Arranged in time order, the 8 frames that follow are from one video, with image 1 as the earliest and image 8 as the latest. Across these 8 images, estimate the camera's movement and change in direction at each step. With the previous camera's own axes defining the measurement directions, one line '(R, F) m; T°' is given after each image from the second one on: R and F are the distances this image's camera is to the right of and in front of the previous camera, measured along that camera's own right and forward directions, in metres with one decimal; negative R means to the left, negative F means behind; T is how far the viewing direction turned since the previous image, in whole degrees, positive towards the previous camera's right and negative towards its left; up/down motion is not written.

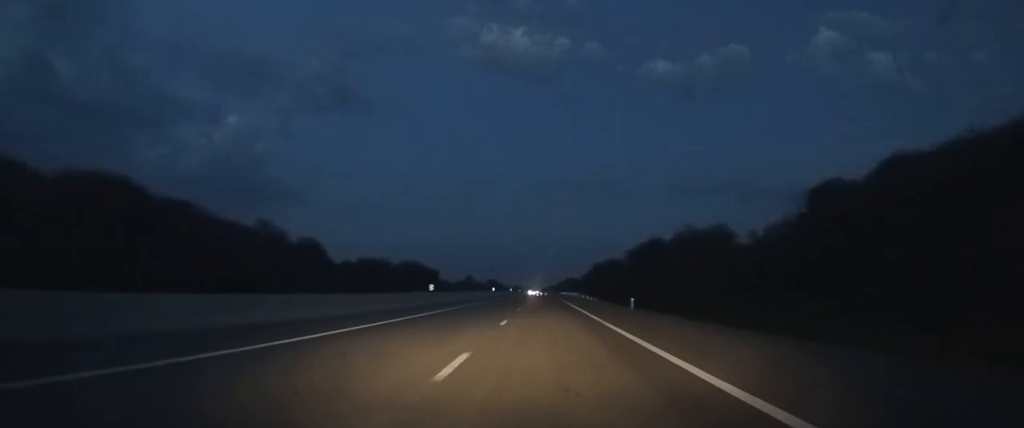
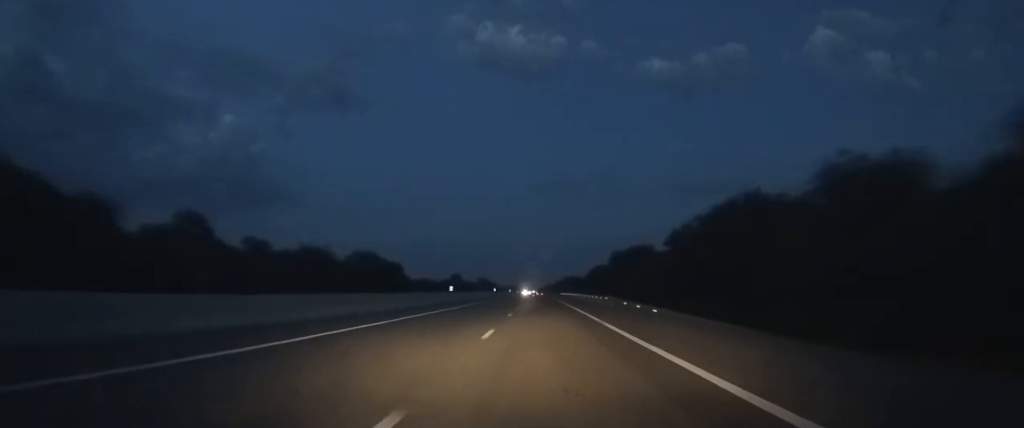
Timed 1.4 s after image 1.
(-0.2, +42.2) m; 0°
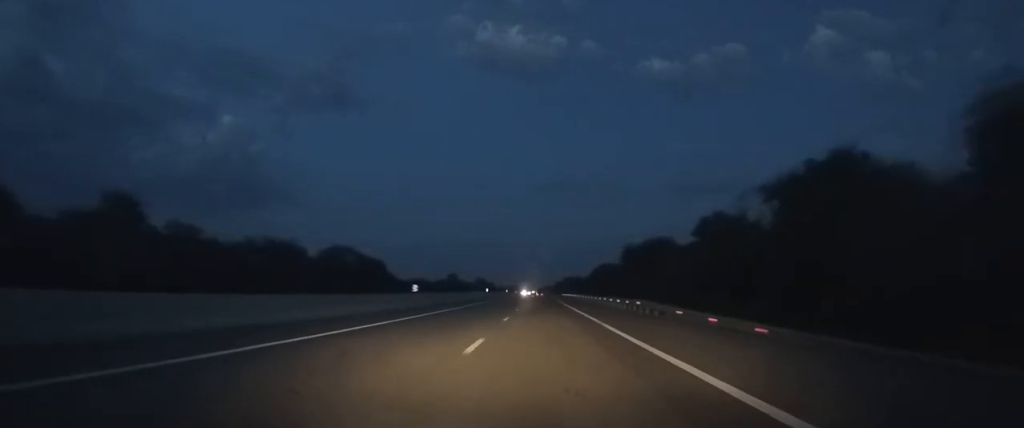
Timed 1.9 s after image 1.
(0.0, +15.8) m; 0°
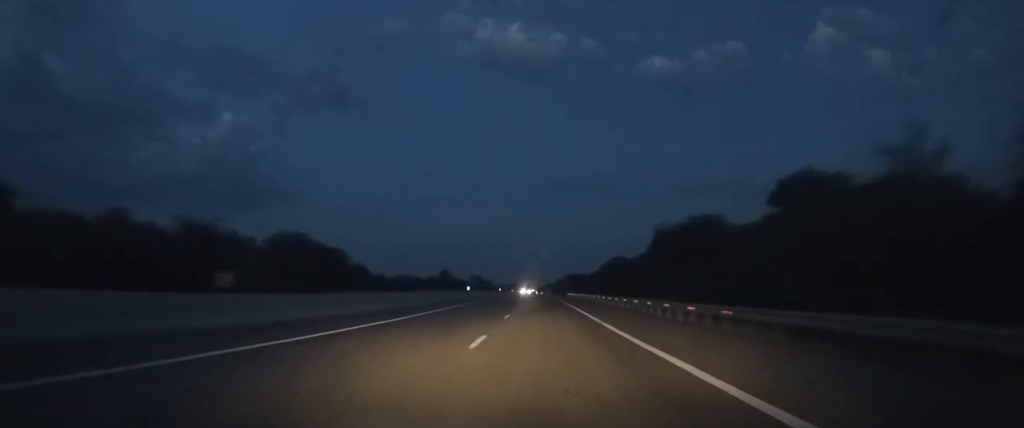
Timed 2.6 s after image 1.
(+0.1, +24.8) m; 0°
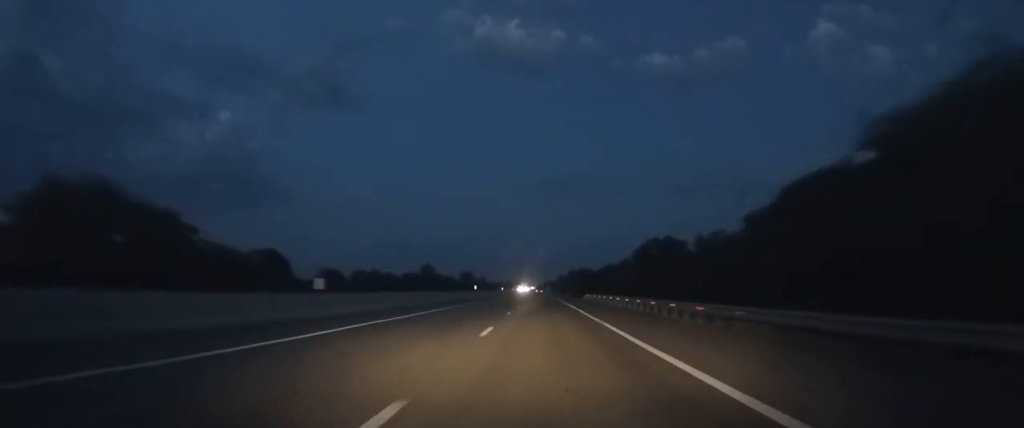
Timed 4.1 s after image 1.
(+0.2, +50.6) m; 0°
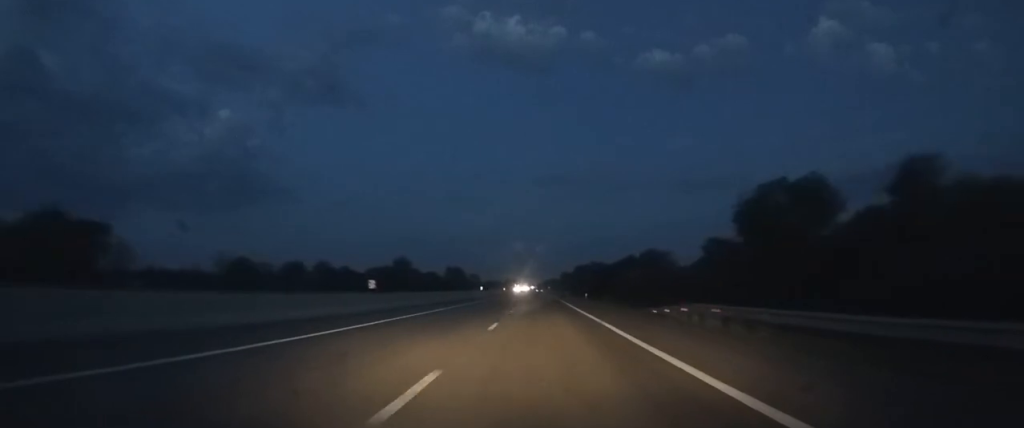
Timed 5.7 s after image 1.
(0.0, +49.4) m; 0°
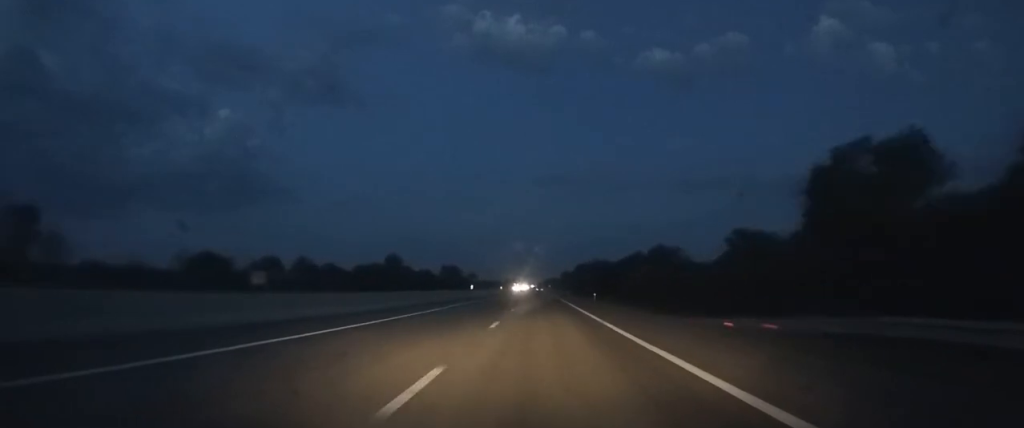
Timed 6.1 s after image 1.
(0.0, +11.7) m; 0°
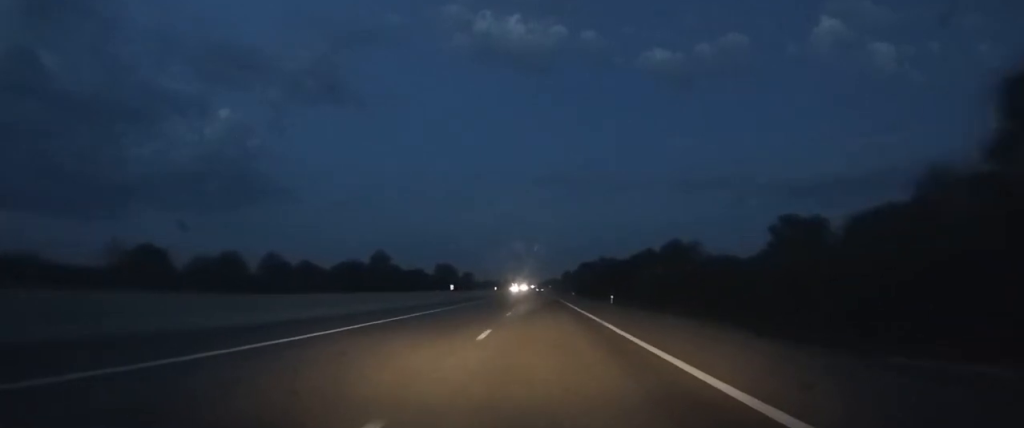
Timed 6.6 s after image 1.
(0.0, +15.1) m; 0°
